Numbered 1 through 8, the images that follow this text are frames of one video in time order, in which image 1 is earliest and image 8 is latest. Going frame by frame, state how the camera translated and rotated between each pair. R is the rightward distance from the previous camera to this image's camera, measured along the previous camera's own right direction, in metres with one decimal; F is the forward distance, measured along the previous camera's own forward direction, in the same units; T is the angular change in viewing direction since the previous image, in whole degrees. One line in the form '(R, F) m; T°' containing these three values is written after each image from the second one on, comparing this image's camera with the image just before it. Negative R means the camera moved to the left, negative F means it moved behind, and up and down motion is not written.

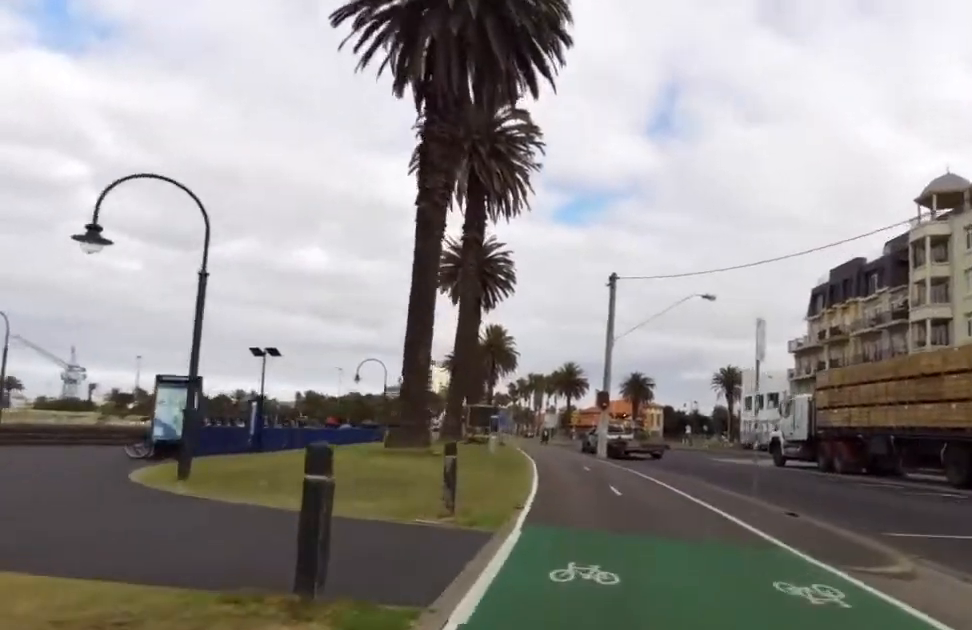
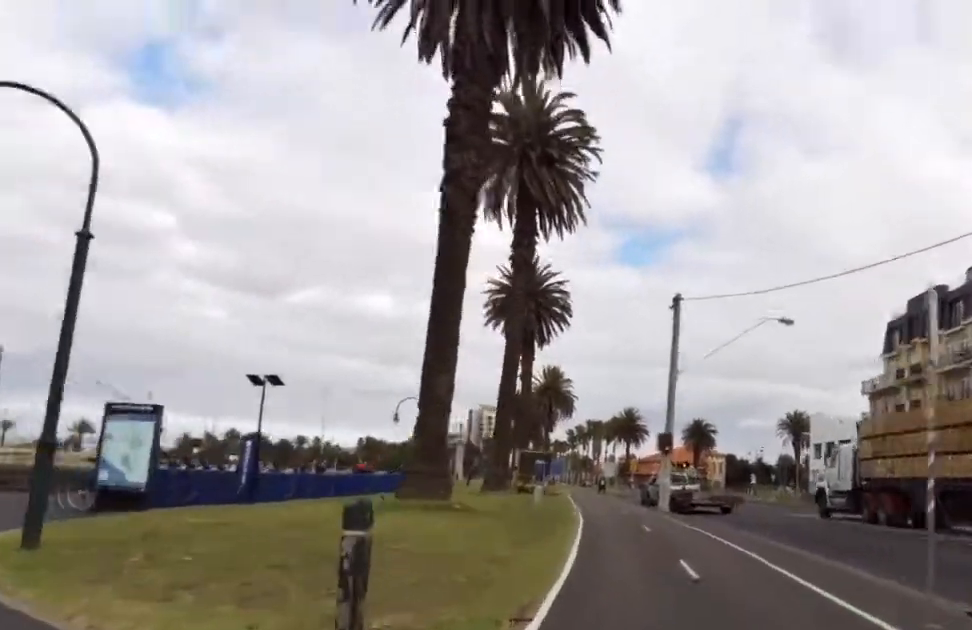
(-0.6, +4.5) m; 0°
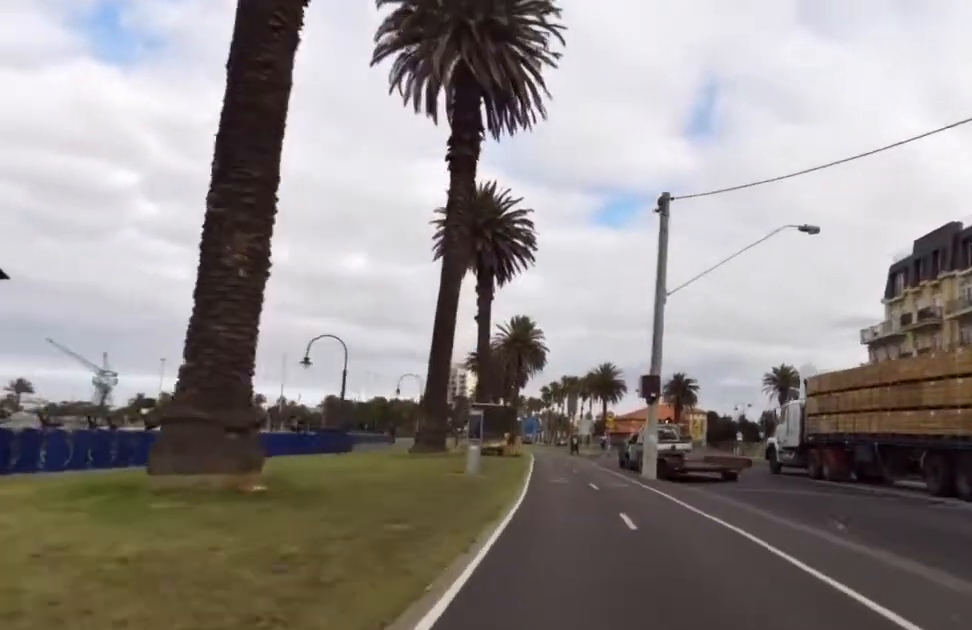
(+0.8, +8.2) m; 0°
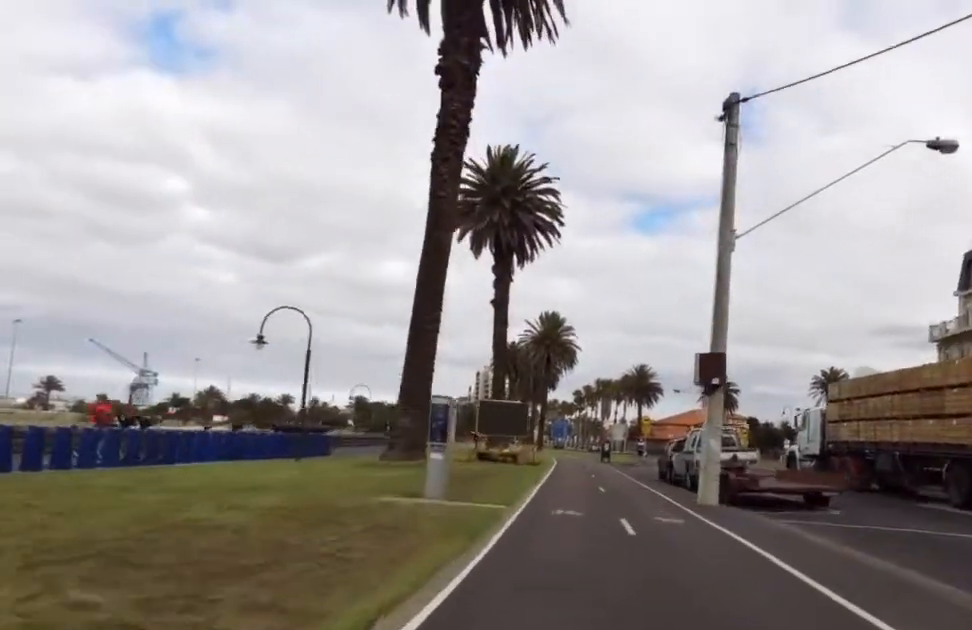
(-0.6, +7.4) m; -6°
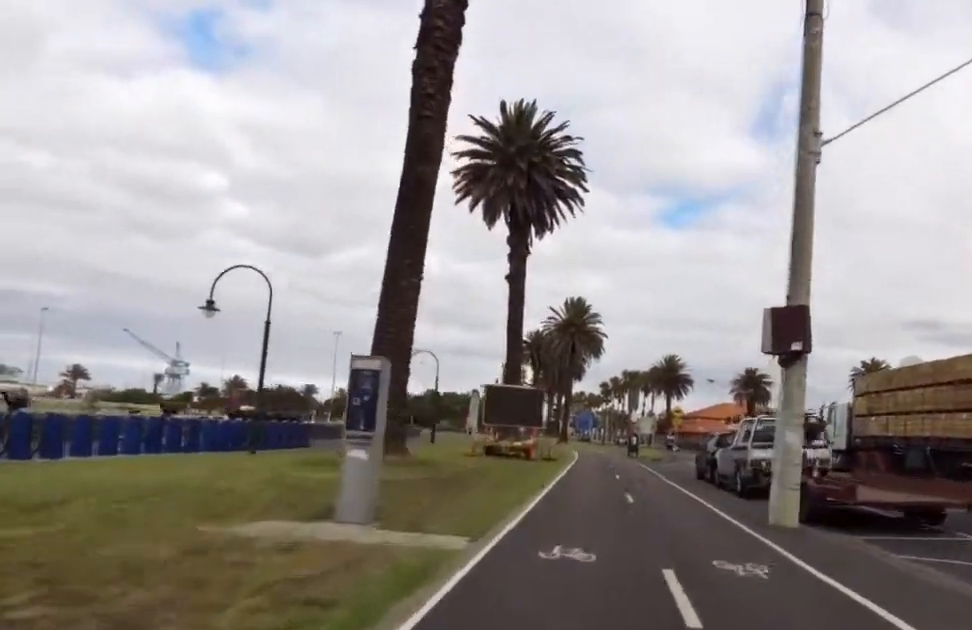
(-0.2, +4.9) m; -3°
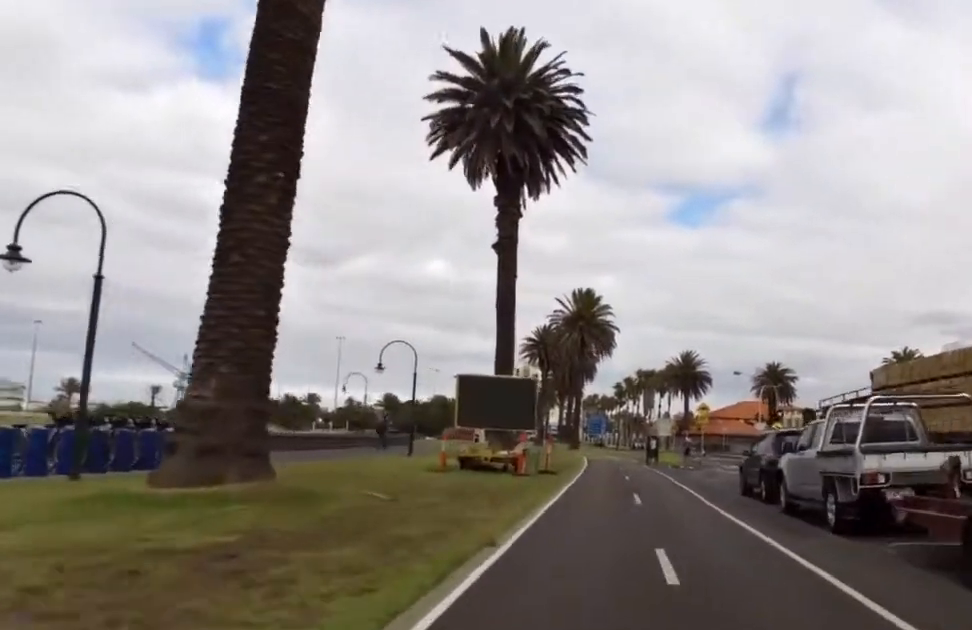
(-0.1, +6.7) m; 0°
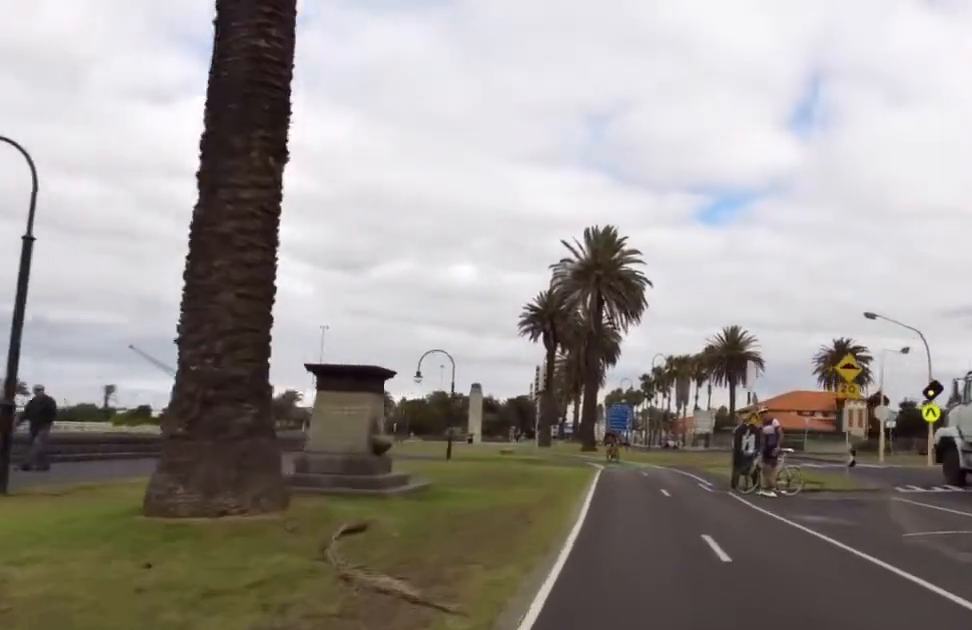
(0.0, +22.5) m; 0°
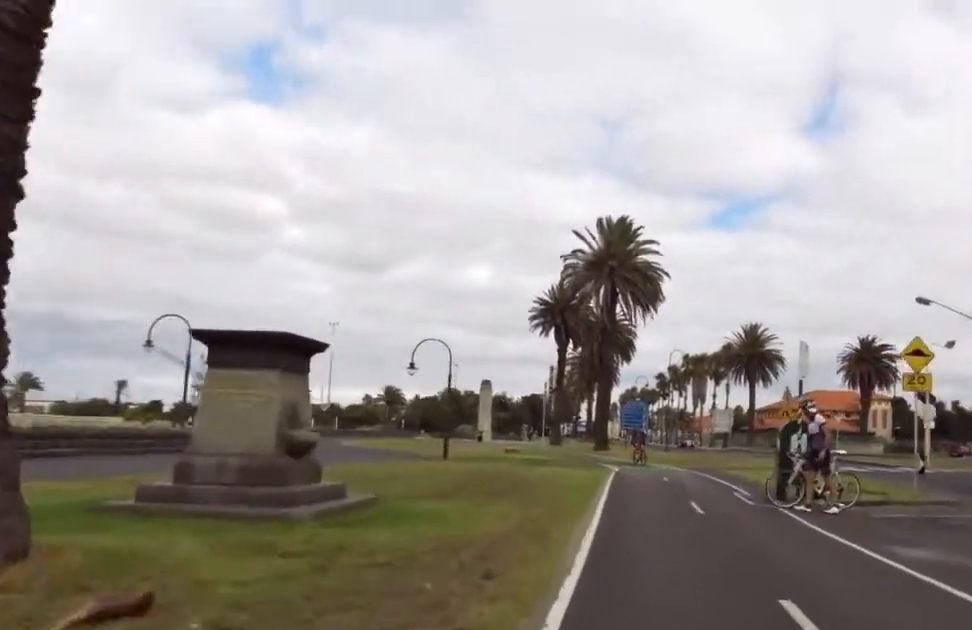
(0.0, +3.5) m; 0°
